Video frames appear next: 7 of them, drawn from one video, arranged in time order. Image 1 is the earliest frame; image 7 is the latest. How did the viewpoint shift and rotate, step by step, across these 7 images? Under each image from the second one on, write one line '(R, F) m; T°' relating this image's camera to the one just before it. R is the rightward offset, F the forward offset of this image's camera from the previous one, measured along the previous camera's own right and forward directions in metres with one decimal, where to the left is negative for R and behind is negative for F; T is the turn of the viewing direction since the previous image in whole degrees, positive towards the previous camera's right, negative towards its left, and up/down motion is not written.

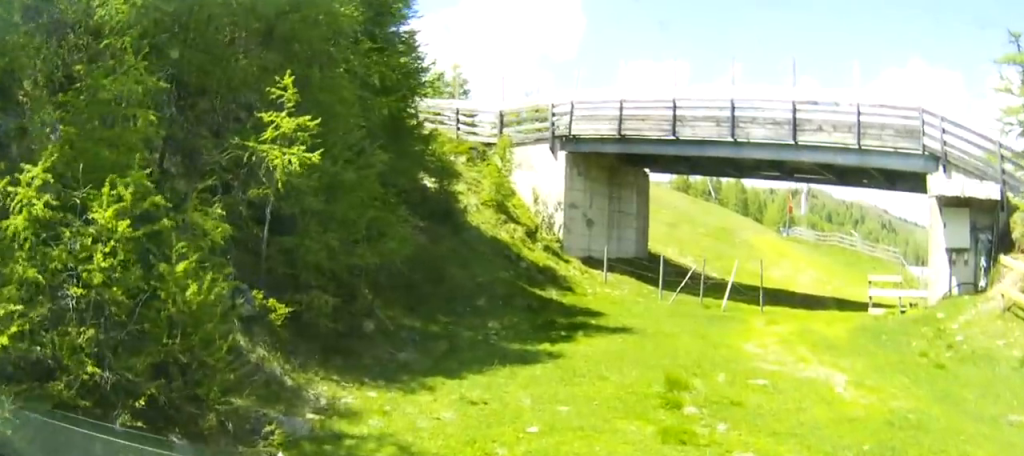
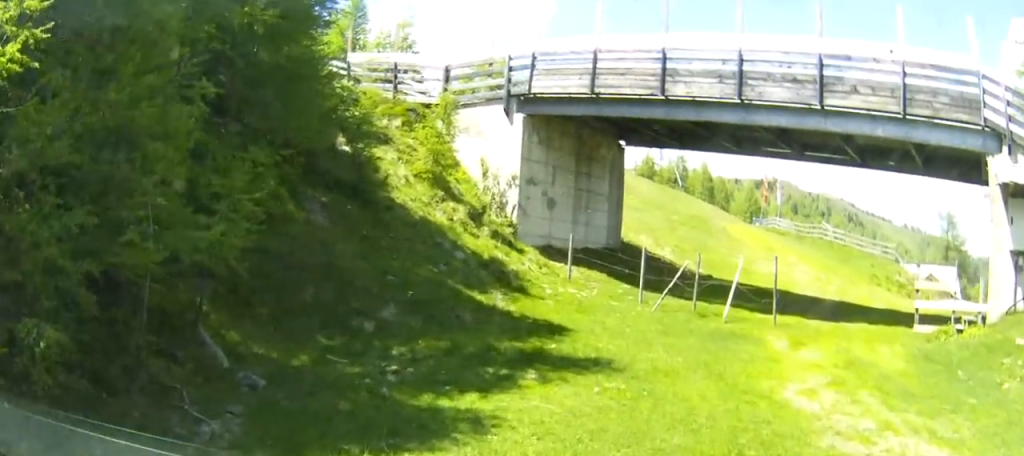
(0.0, +5.0) m; +4°
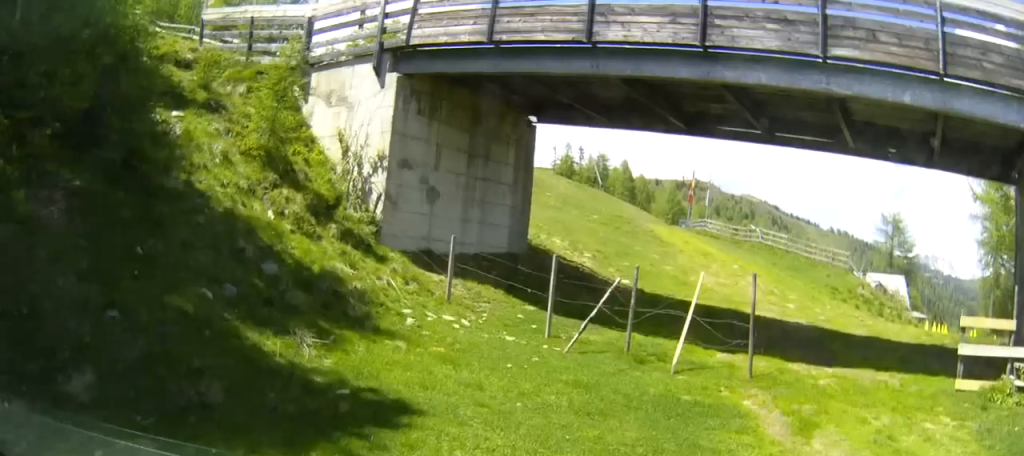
(+0.5, +5.3) m; +14°
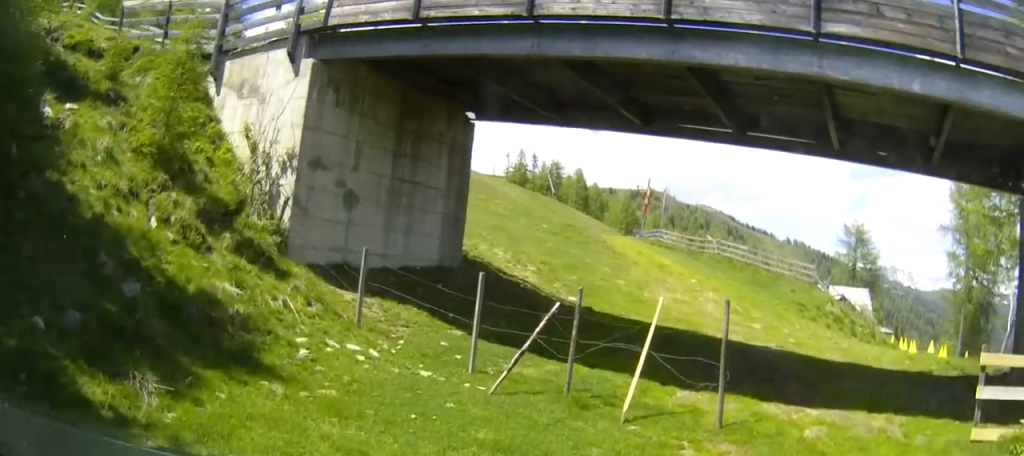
(+0.2, +1.9) m; +9°
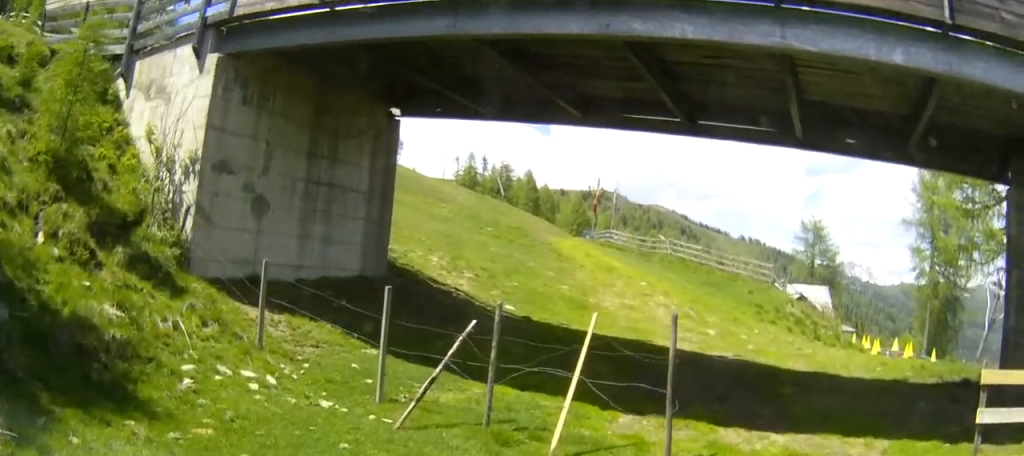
(+0.1, +1.3) m; +6°
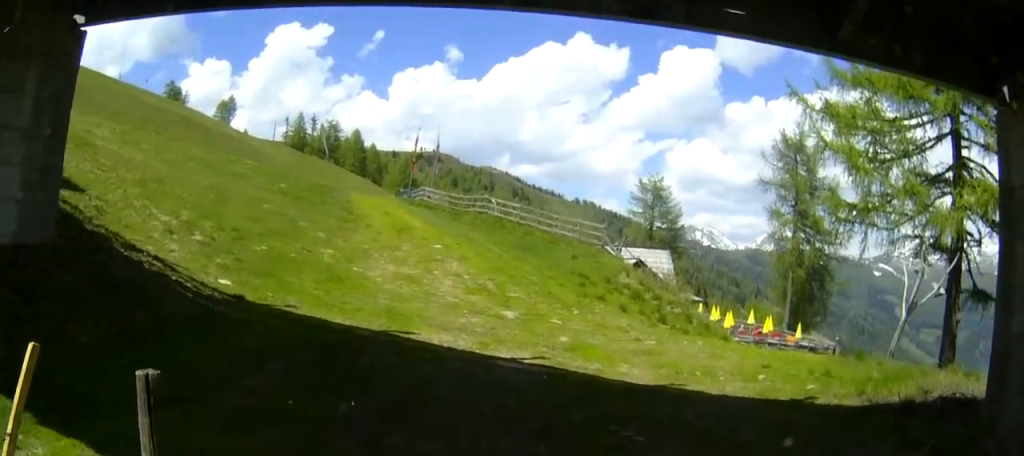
(+0.4, +4.1) m; -2°
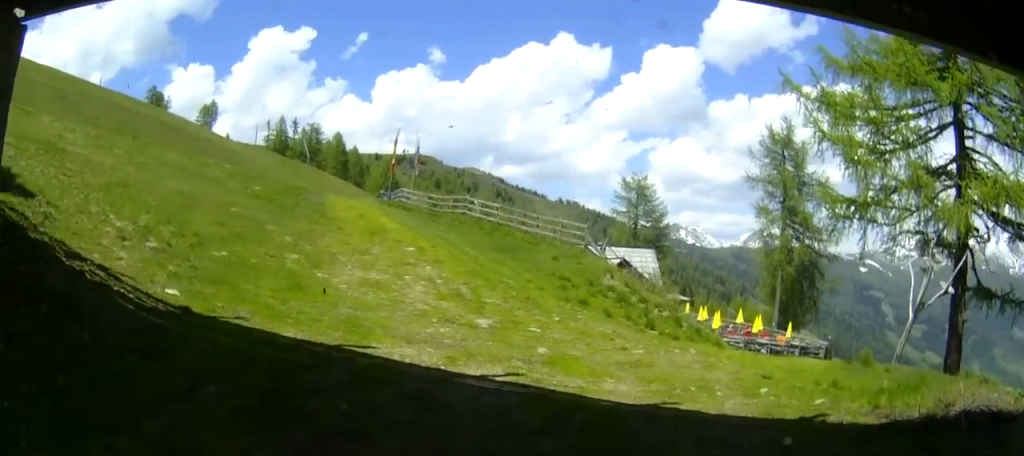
(-0.1, +1.3) m; -2°
